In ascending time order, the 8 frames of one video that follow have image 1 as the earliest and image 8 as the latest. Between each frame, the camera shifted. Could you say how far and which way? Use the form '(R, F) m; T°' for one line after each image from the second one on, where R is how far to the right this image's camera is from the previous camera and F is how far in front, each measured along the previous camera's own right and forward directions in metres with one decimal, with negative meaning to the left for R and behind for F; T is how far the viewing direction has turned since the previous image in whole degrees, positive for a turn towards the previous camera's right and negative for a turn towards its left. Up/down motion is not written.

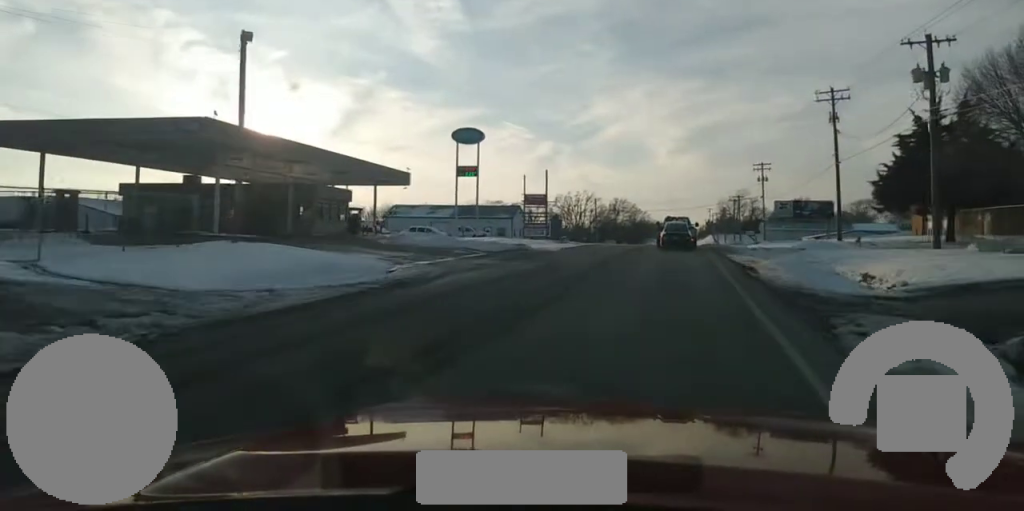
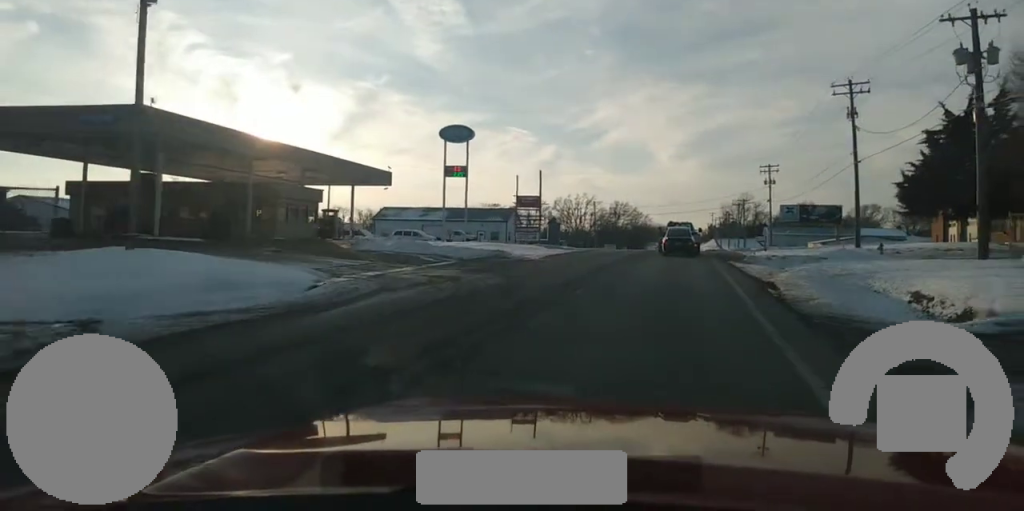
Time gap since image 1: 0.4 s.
(+0.1, +5.1) m; 0°
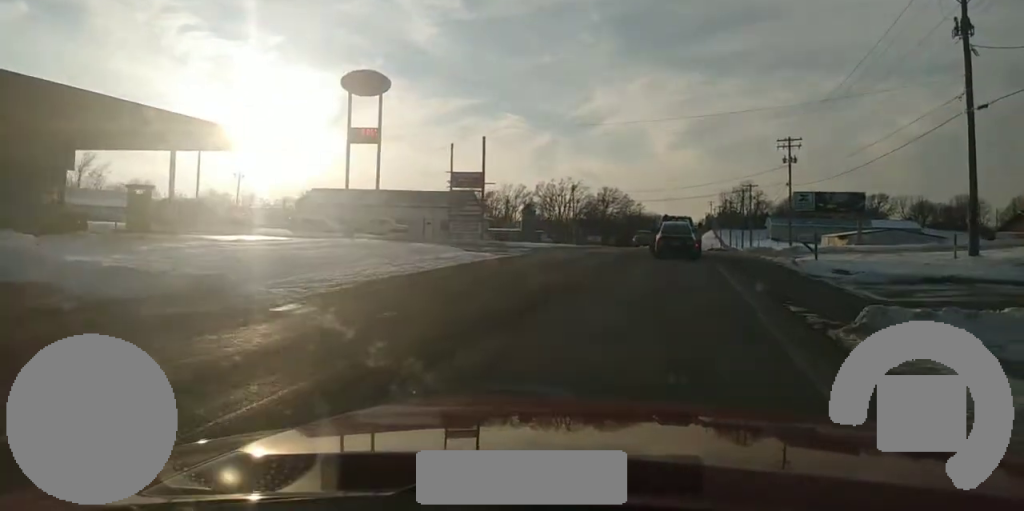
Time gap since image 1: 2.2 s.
(-0.1, +19.5) m; -5°
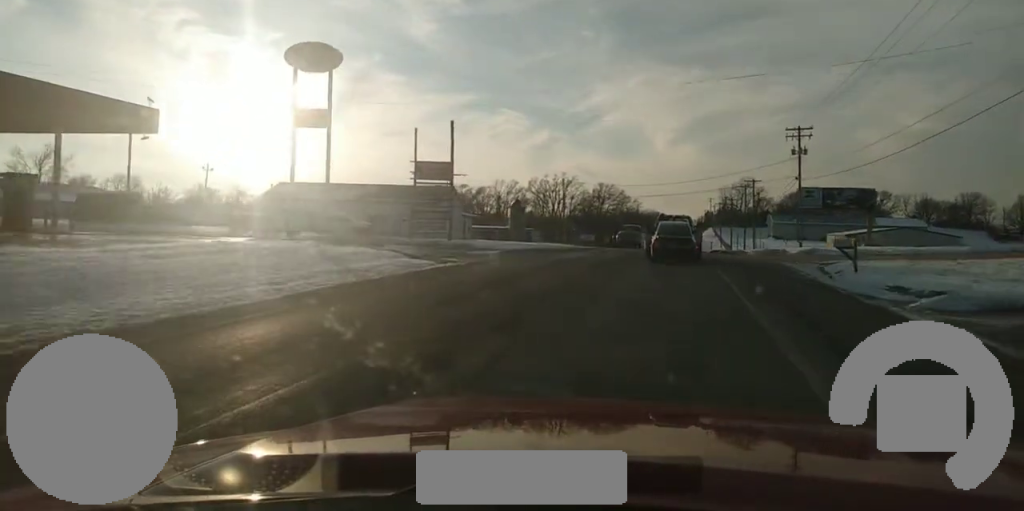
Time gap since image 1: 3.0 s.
(-0.1, +6.8) m; -9°
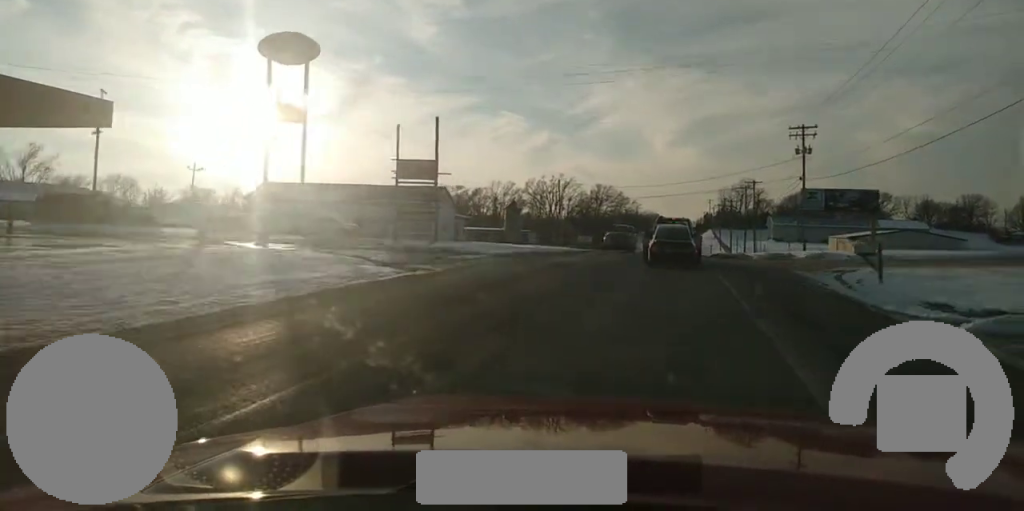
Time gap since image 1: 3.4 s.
(-0.6, +2.7) m; -4°
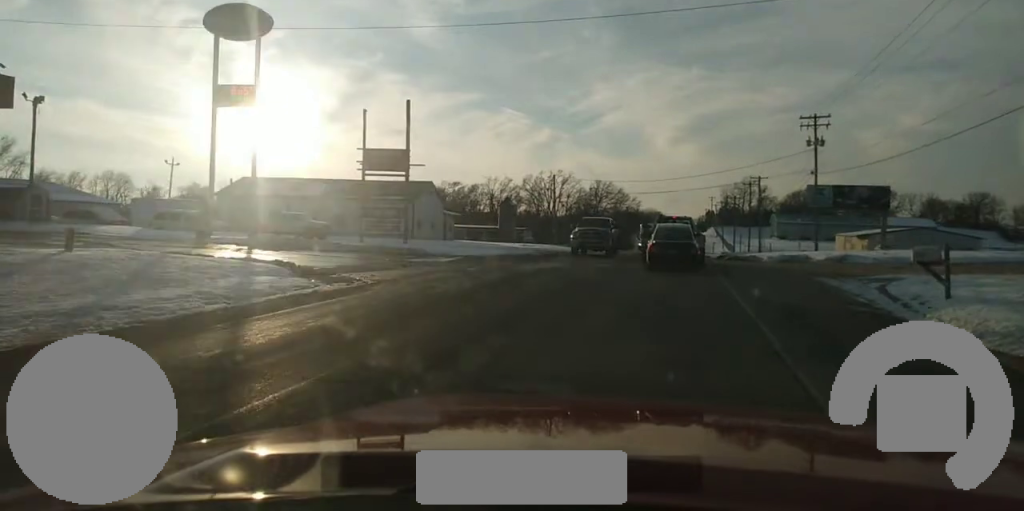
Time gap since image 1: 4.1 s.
(-0.4, +4.6) m; -2°
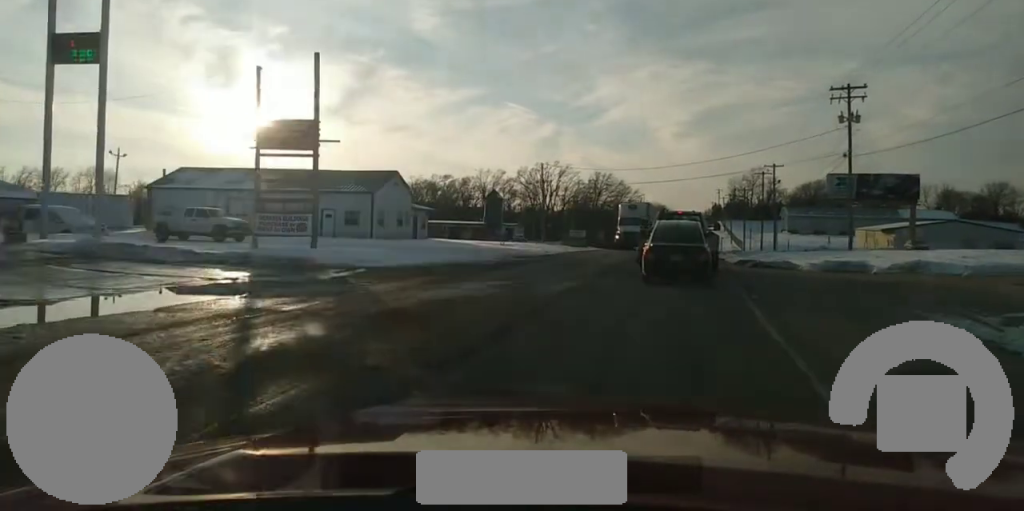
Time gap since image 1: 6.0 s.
(+1.0, +8.1) m; +11°
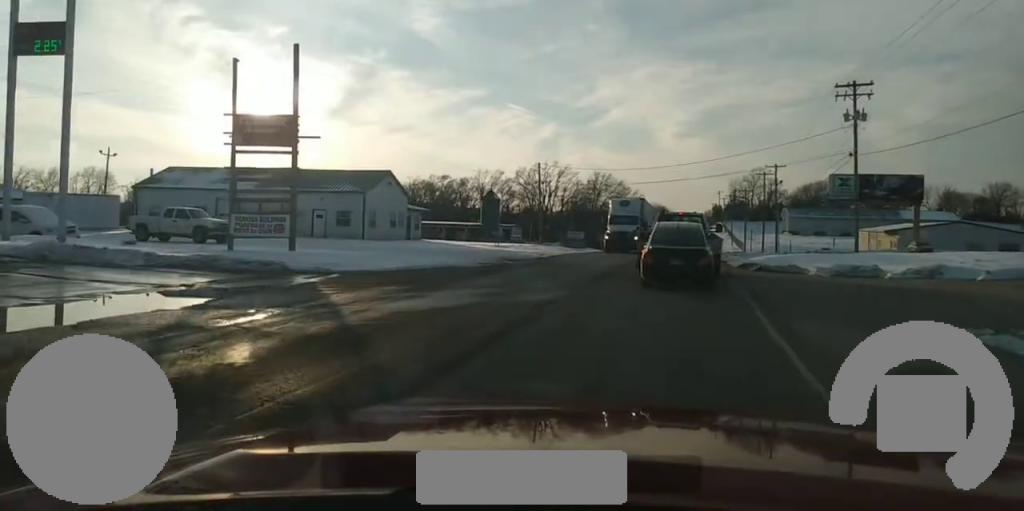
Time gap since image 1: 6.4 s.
(0.0, +1.3) m; +1°
